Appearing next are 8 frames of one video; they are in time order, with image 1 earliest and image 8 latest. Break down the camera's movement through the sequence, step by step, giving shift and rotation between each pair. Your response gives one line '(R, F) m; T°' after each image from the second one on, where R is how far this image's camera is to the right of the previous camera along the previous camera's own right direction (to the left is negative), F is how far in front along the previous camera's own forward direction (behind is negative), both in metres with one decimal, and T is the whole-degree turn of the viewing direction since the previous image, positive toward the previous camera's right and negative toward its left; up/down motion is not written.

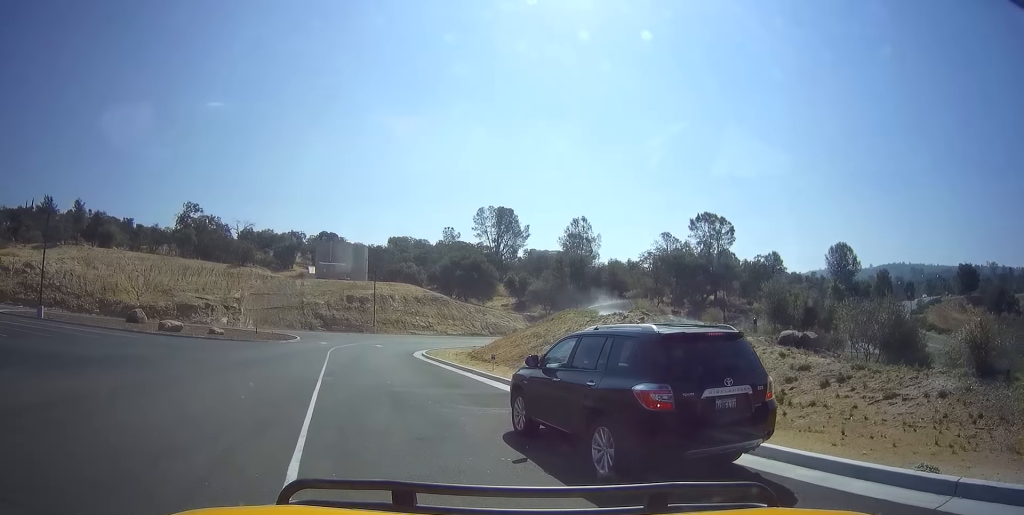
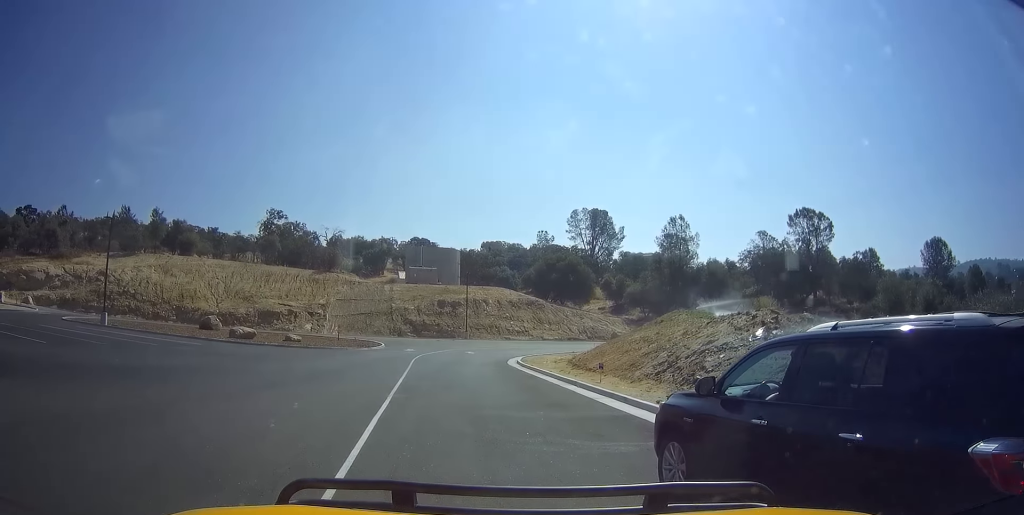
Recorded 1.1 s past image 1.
(-0.3, +2.5) m; -17°
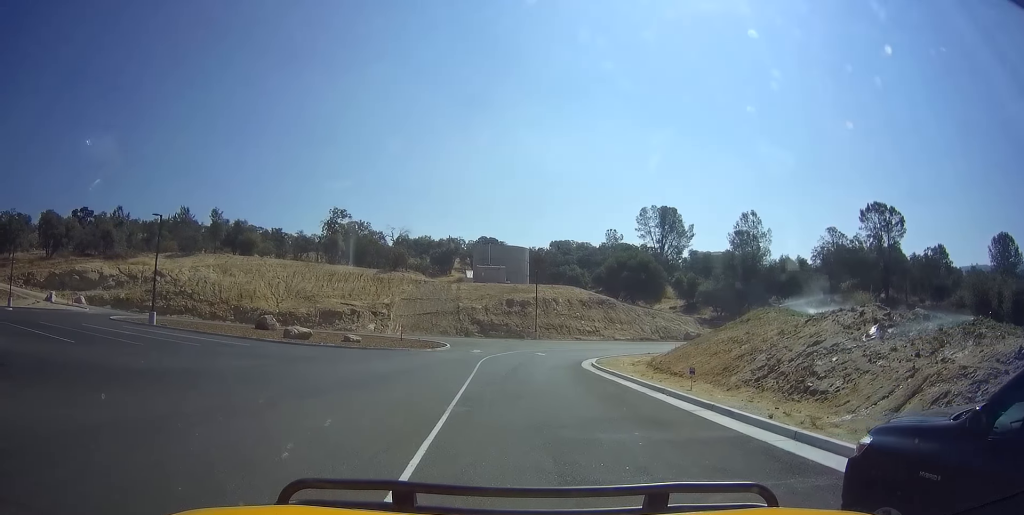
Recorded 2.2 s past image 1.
(-0.3, +1.5) m; -8°
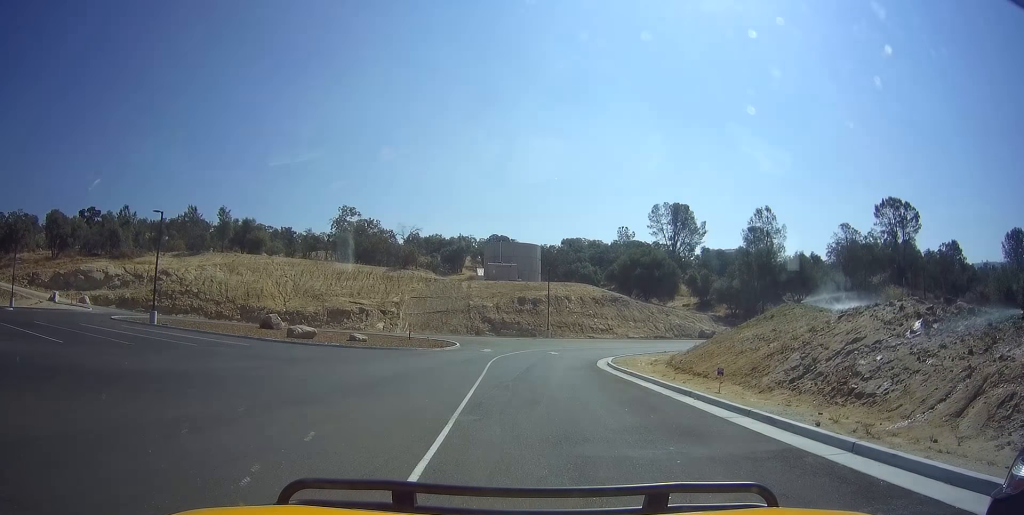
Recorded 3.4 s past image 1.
(0.0, +0.7) m; 0°
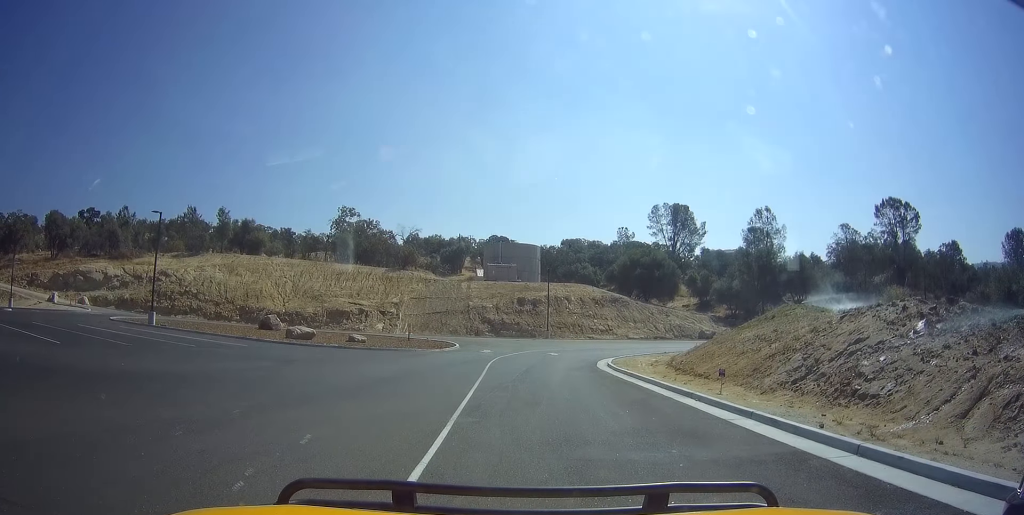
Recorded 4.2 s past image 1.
(-0.1, +0.1) m; 0°
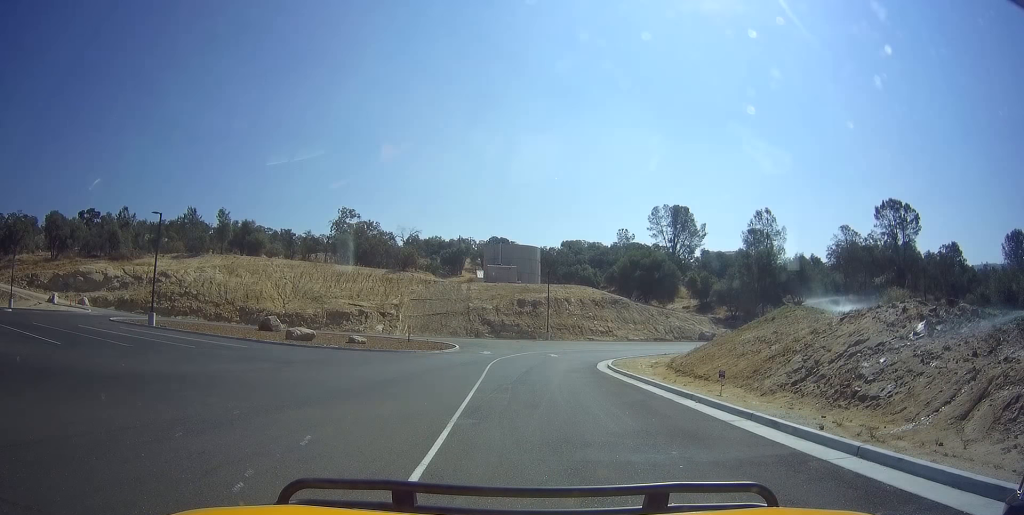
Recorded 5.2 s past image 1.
(0.0, 0.0) m; 0°
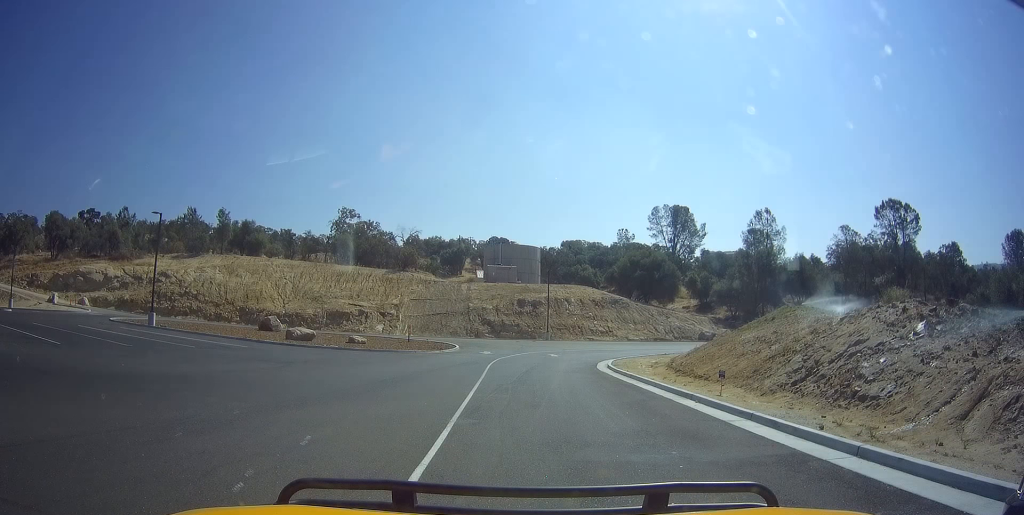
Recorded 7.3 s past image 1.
(0.0, 0.0) m; 0°
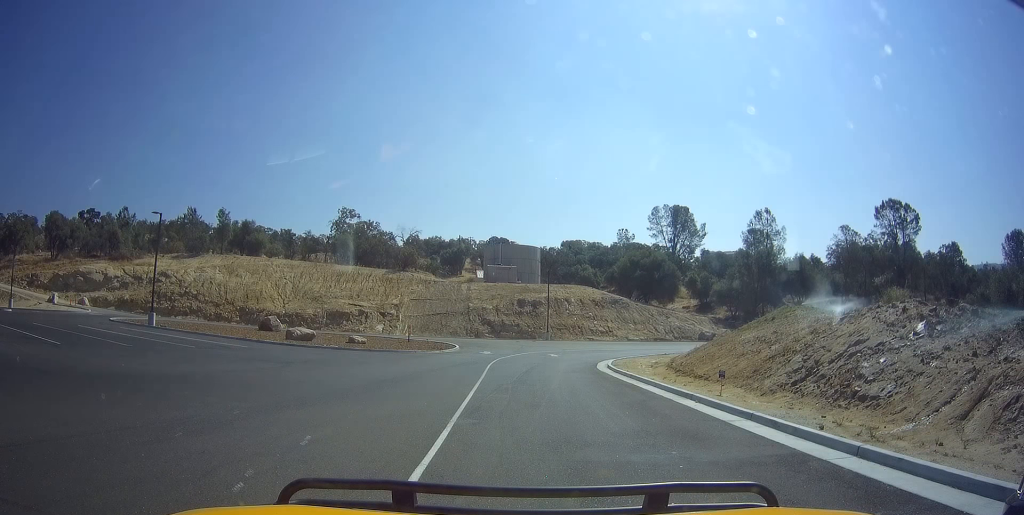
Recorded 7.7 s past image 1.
(0.0, 0.0) m; 0°
